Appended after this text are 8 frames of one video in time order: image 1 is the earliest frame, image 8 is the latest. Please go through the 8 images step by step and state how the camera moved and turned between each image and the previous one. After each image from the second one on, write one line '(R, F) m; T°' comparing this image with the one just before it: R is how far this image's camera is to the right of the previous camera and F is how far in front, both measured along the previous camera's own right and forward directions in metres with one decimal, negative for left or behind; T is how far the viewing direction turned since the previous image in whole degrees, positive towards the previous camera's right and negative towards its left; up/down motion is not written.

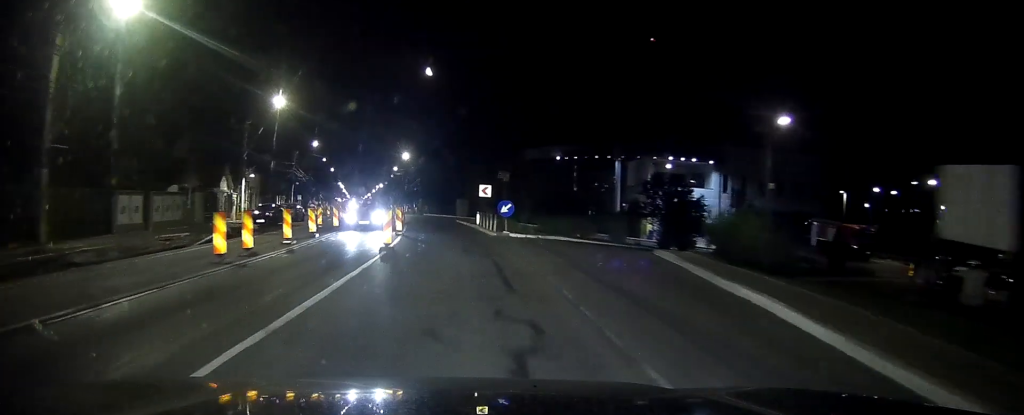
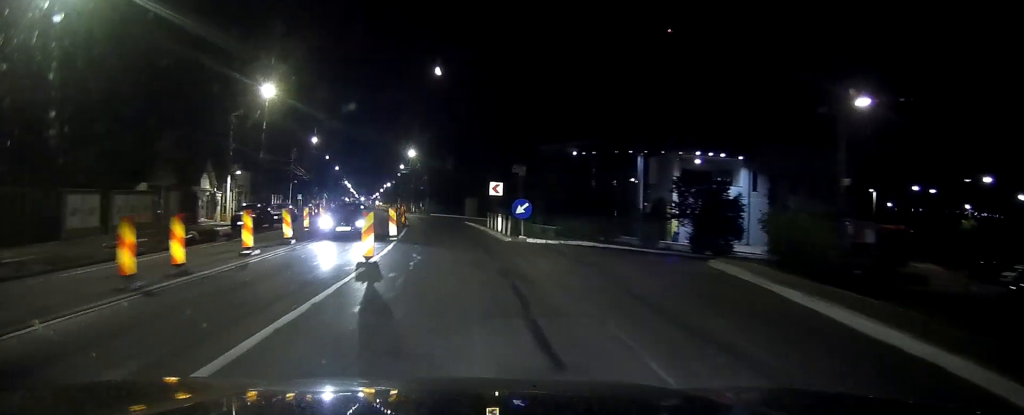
(0.0, +5.6) m; -1°
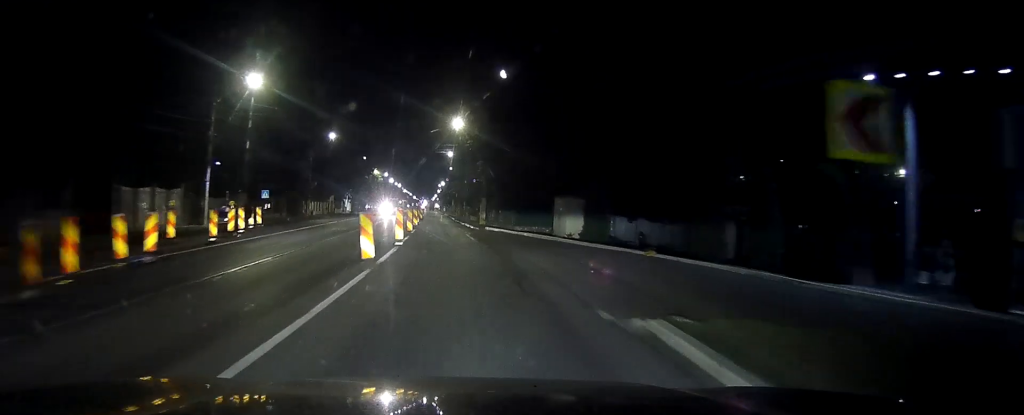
(-1.7, +43.6) m; -4°
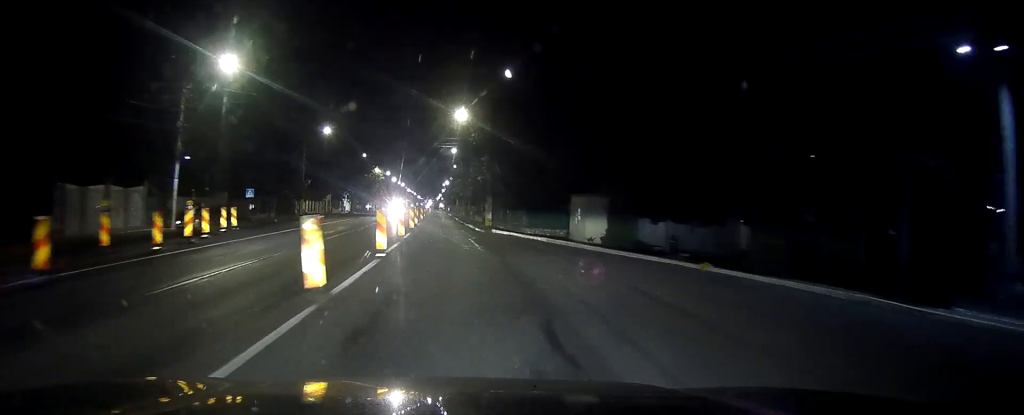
(0.0, +5.6) m; 0°
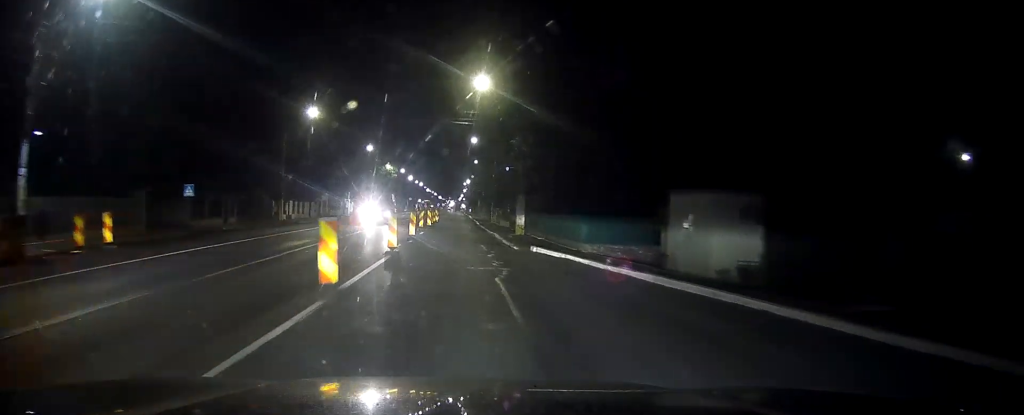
(-0.1, +16.4) m; -1°
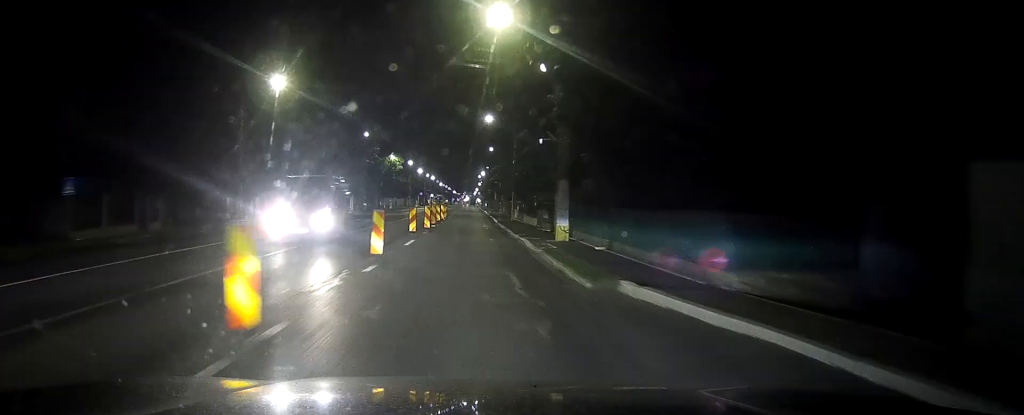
(-0.2, +14.3) m; -1°
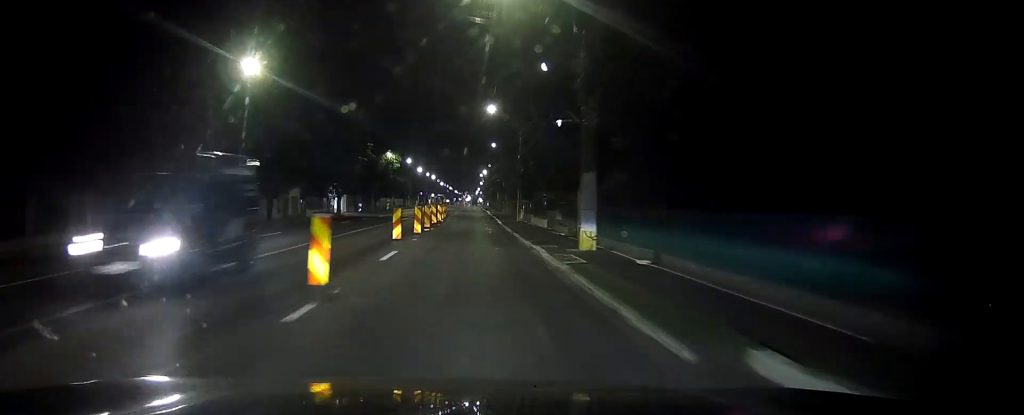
(0.0, +6.2) m; 0°
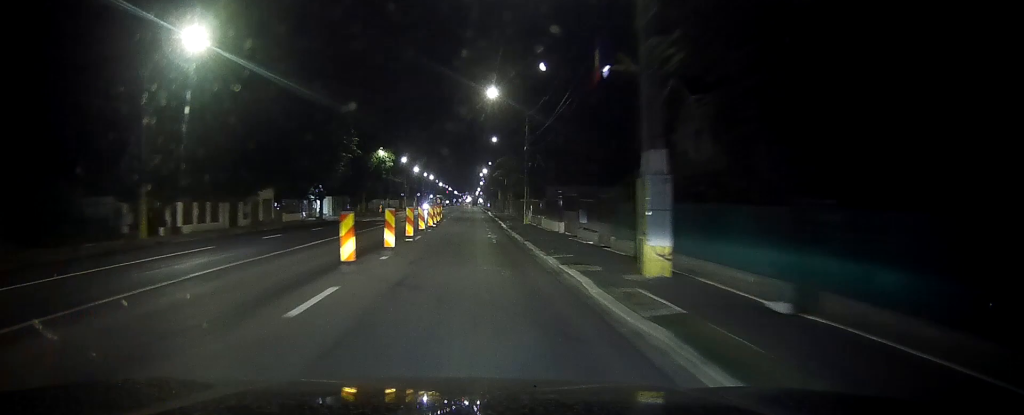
(0.0, +8.7) m; 0°
